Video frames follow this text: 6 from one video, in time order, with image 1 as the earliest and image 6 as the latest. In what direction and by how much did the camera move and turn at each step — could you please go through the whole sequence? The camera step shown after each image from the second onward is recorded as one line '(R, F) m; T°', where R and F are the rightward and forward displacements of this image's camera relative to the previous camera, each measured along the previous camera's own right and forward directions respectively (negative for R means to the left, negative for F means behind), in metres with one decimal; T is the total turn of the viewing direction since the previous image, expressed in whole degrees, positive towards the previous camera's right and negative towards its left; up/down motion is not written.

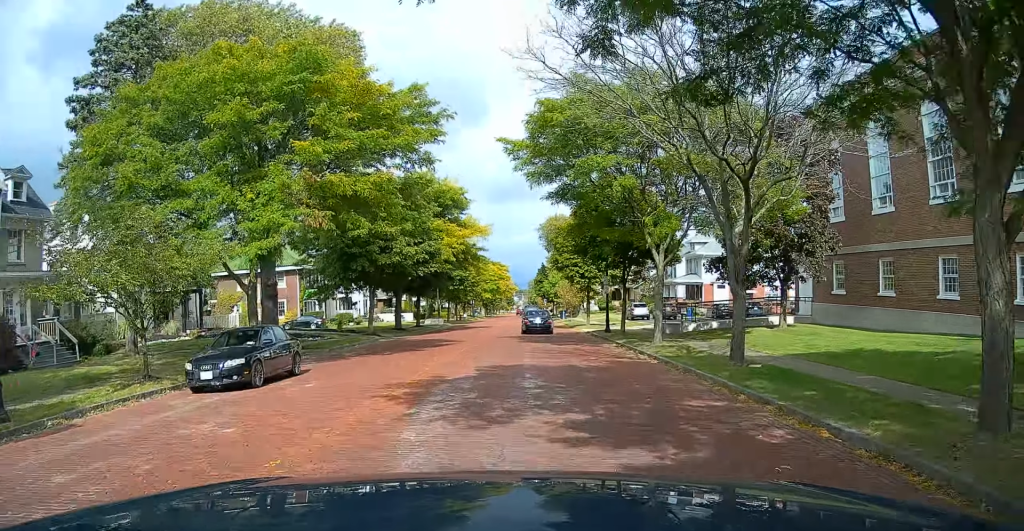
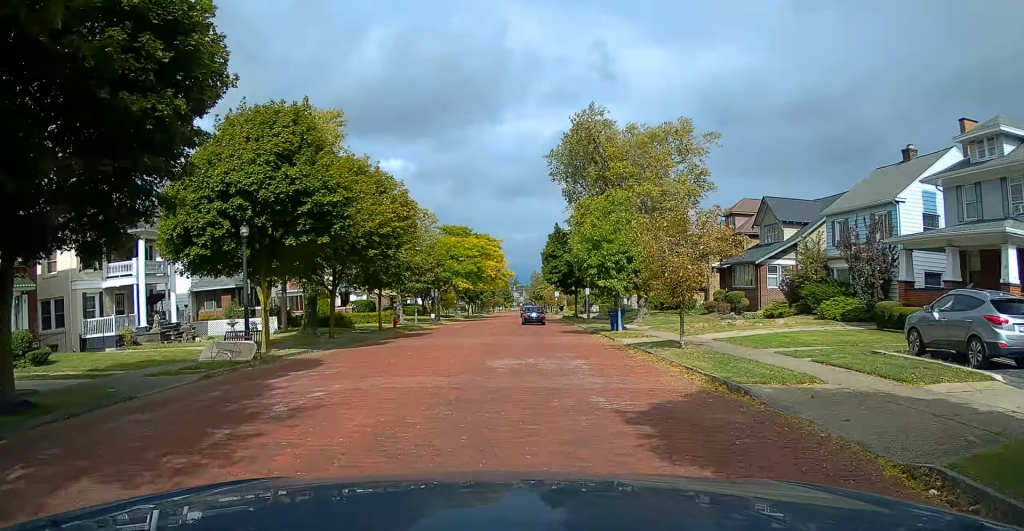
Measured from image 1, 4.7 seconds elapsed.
(-1.1, +46.6) m; -1°
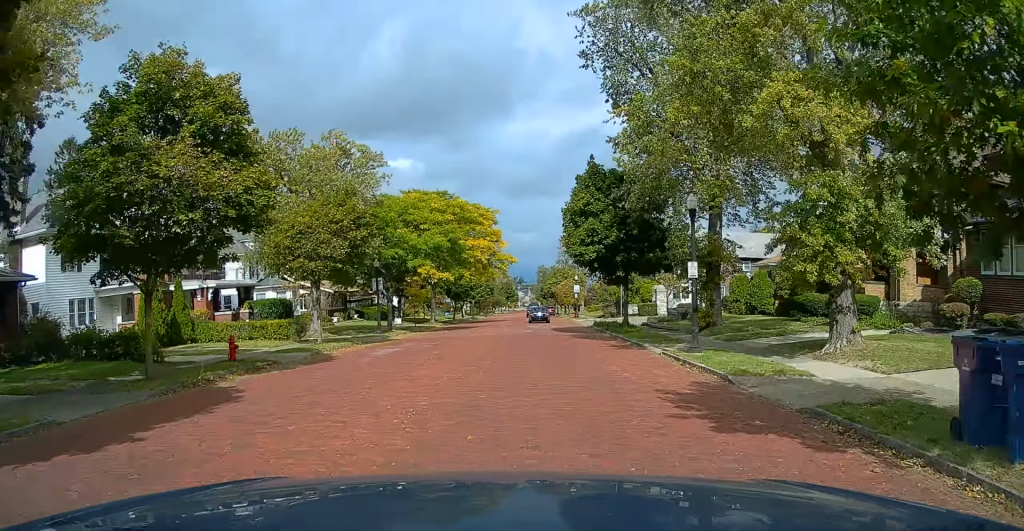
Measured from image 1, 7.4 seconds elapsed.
(0.0, +28.4) m; 0°
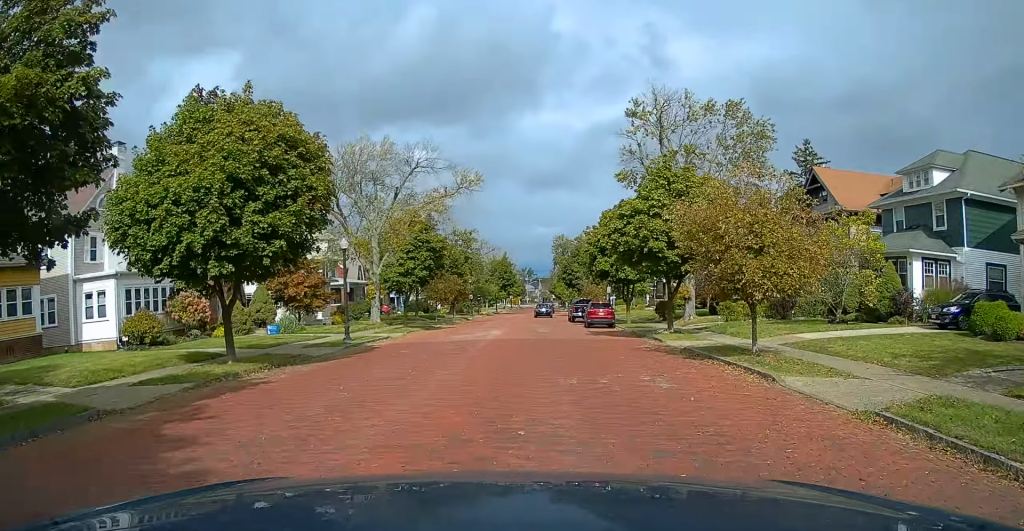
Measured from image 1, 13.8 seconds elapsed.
(+0.7, +71.9) m; +1°
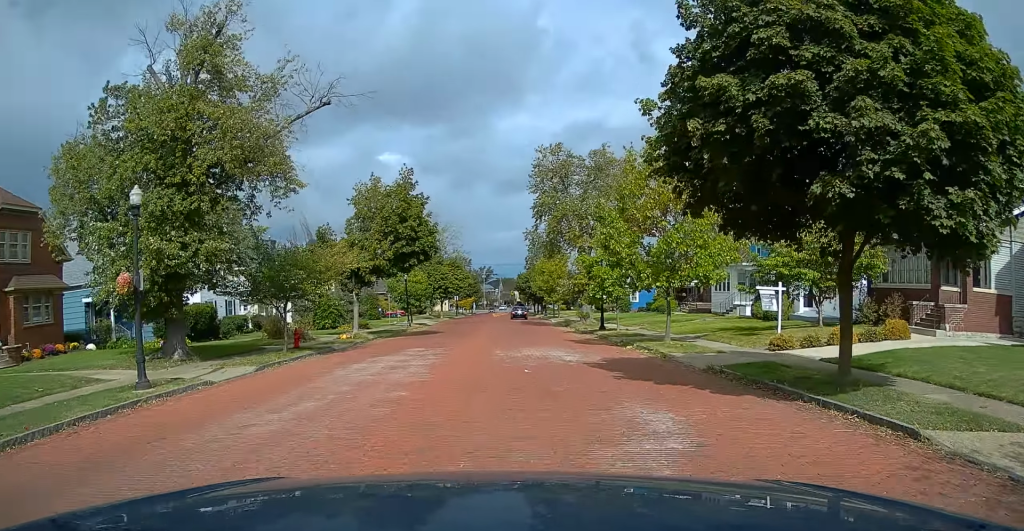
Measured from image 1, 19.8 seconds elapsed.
(0.0, +69.0) m; 0°
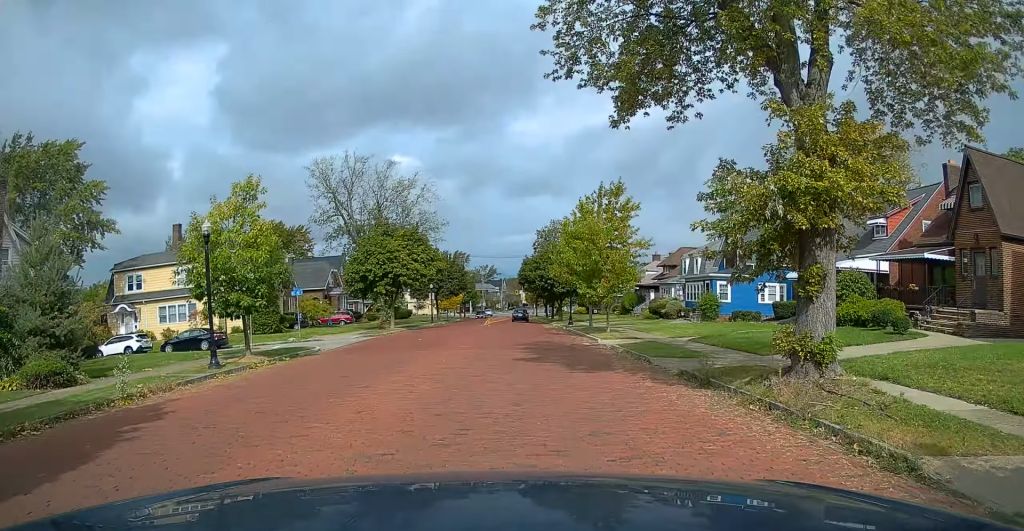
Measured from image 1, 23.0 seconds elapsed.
(+0.2, +37.5) m; +1°
